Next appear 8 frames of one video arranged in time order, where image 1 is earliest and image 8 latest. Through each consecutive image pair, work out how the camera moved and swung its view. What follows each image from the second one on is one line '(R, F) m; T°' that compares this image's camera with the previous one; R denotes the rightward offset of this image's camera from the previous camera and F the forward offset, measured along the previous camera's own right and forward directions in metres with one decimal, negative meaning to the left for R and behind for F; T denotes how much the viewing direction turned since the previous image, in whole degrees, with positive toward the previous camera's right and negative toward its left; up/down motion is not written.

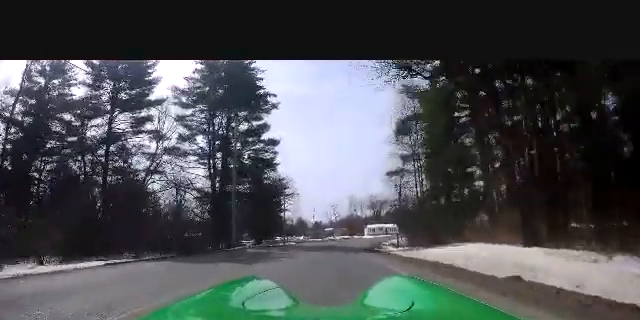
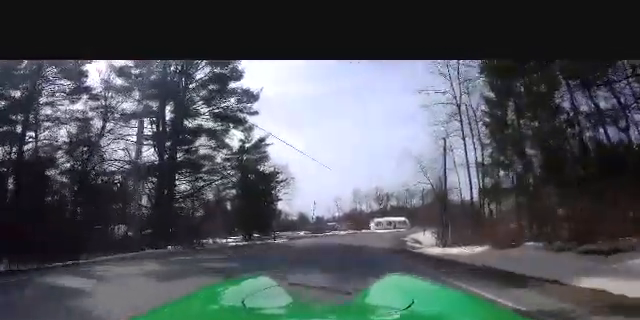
(0.0, +15.5) m; -1°
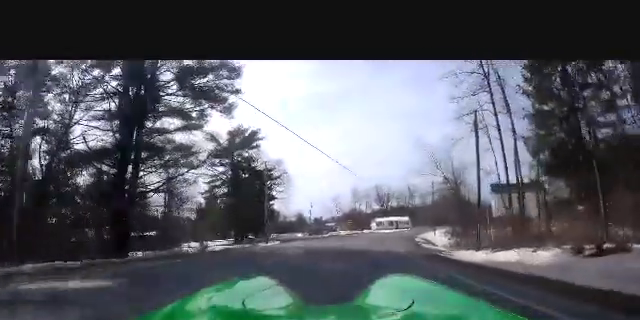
(0.0, +6.2) m; +4°
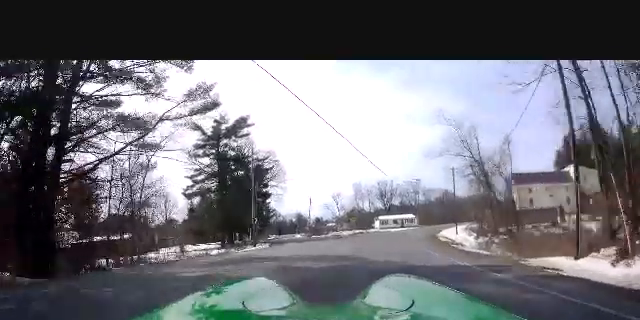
(-0.8, +8.4) m; +10°
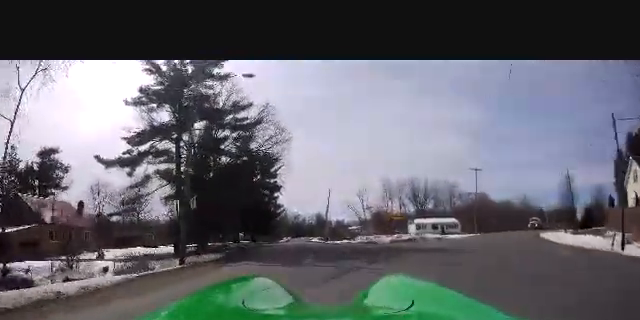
(+0.7, +23.3) m; -23°
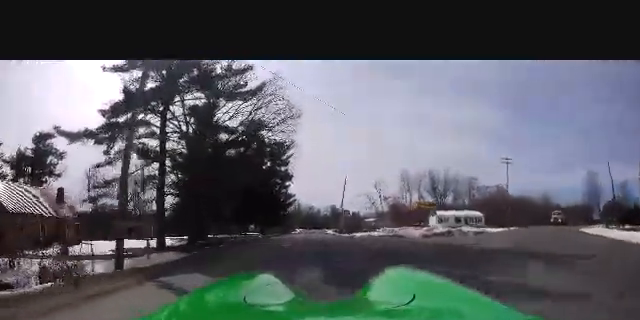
(-0.8, +6.8) m; -10°
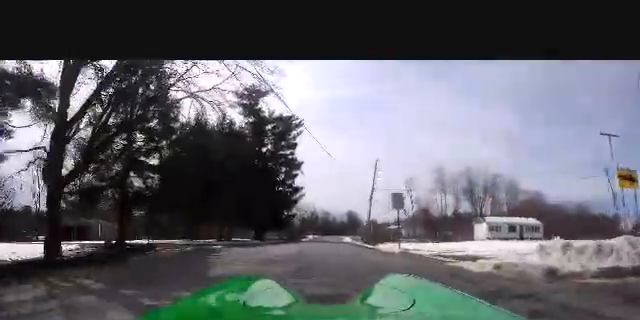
(-0.4, +21.9) m; +9°
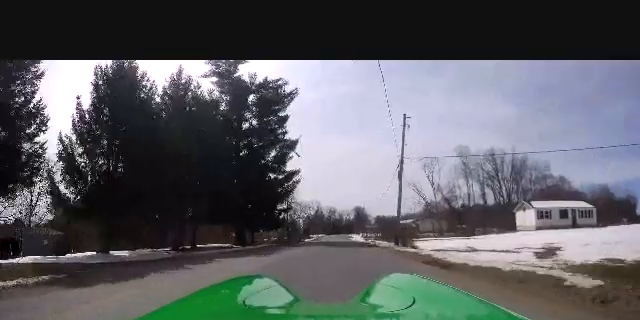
(+0.8, +16.0) m; 0°
